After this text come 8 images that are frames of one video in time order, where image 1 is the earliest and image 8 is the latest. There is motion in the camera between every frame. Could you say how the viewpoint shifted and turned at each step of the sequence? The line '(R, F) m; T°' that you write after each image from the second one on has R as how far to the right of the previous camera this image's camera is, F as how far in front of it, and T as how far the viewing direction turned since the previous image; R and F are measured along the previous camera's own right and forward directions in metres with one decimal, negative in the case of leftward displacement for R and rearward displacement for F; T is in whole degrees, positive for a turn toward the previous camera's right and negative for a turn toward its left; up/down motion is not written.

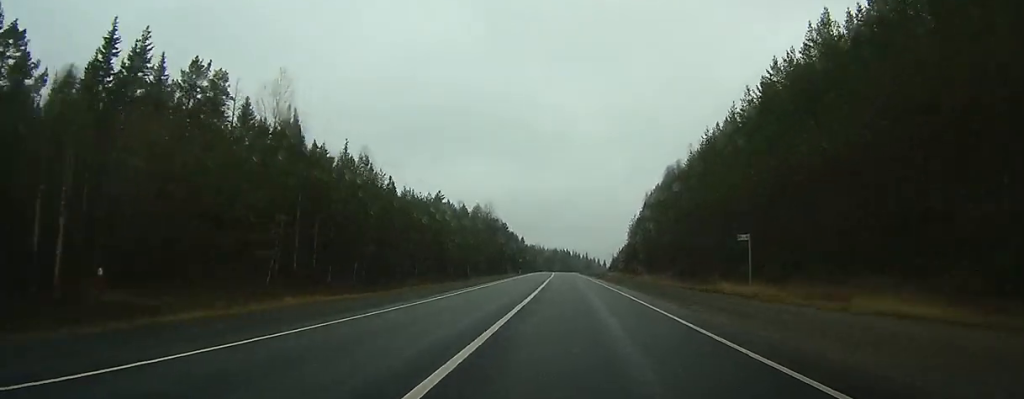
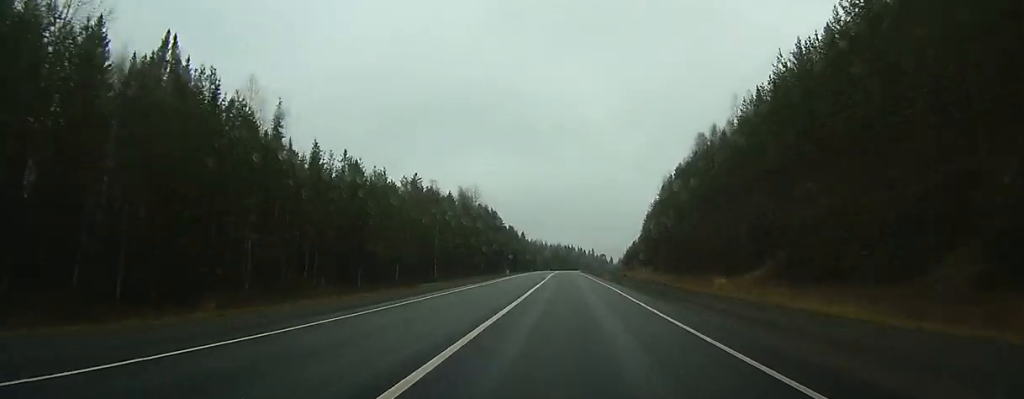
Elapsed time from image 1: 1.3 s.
(-0.3, +34.1) m; -1°
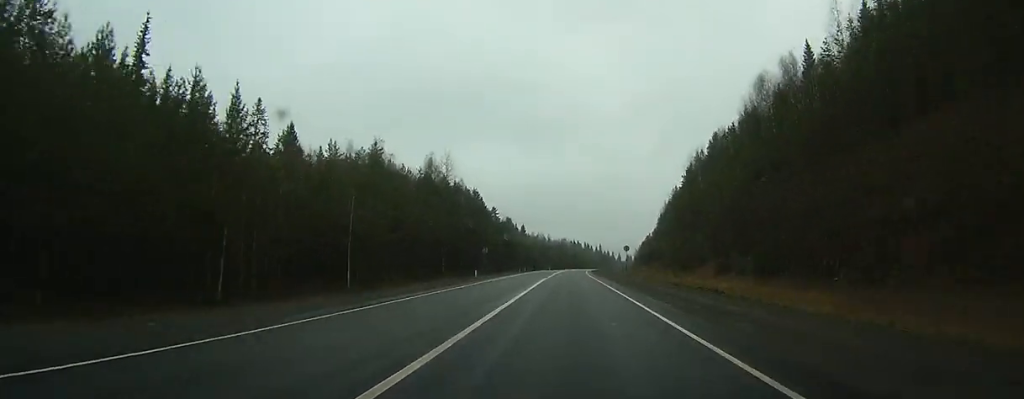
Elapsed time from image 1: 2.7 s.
(-0.2, +37.4) m; -1°
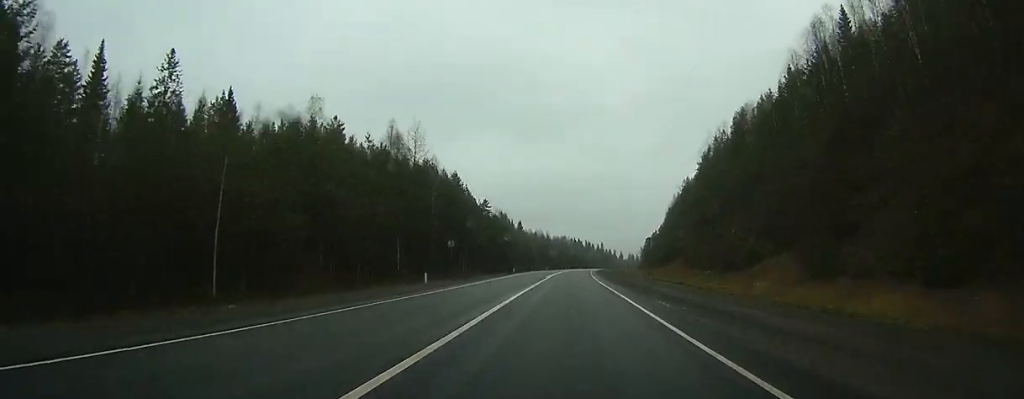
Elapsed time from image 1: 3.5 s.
(-0.1, +21.3) m; 0°
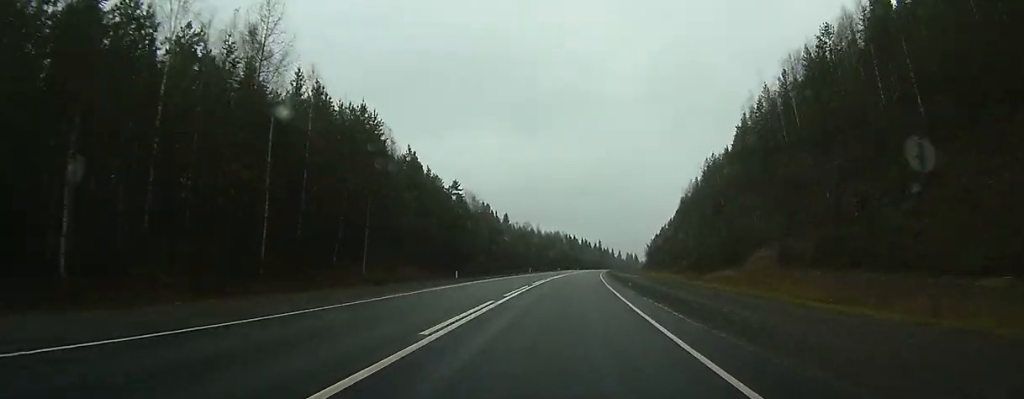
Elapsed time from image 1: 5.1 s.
(-0.1, +42.2) m; 0°
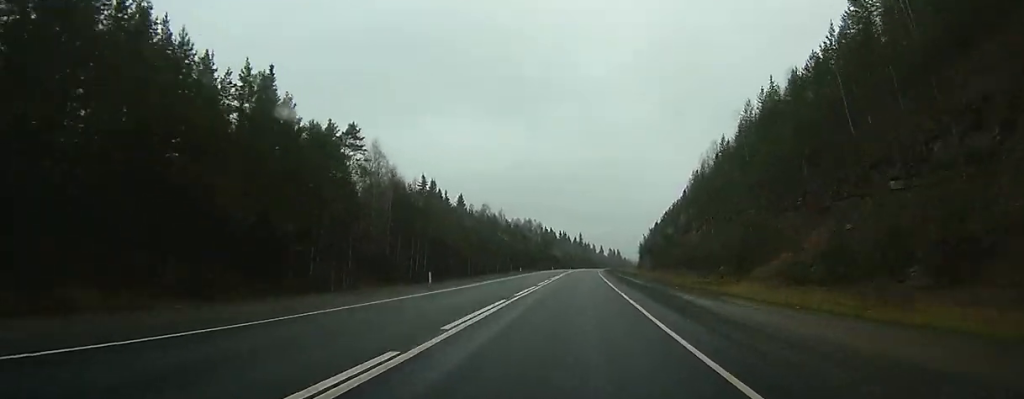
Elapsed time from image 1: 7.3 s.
(+0.9, +59.4) m; +2°
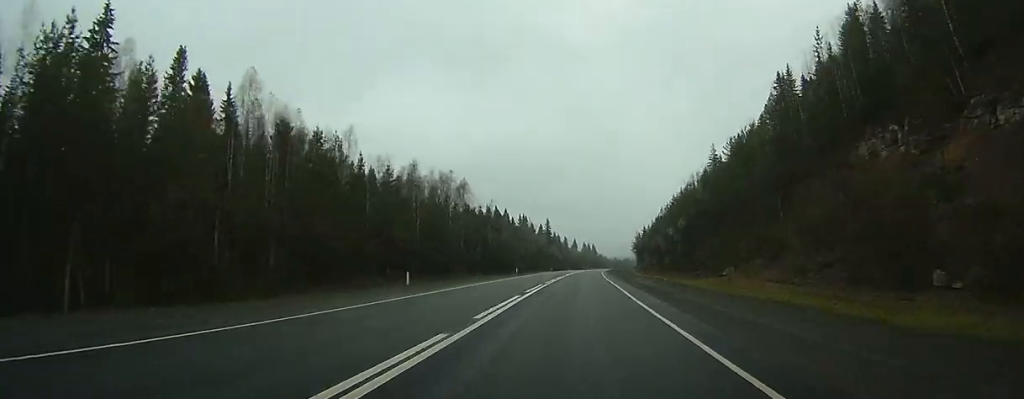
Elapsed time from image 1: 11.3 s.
(+2.8, +105.0) m; +2°
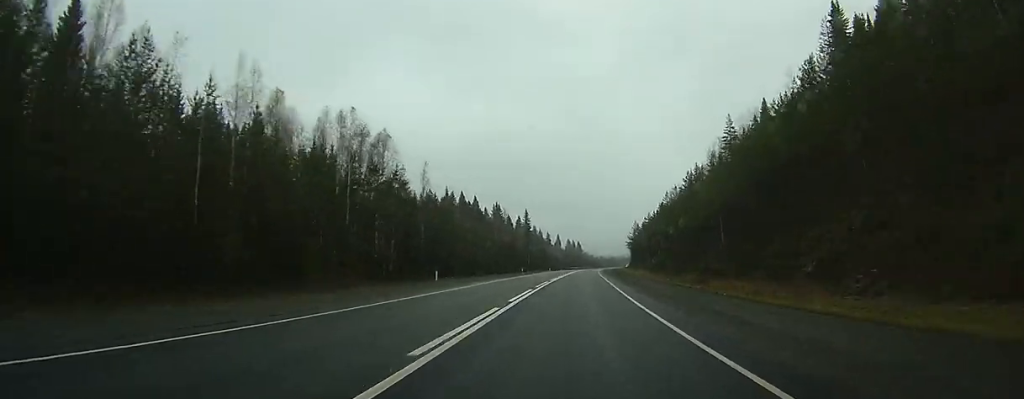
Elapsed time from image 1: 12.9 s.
(+0.2, +40.8) m; +1°
